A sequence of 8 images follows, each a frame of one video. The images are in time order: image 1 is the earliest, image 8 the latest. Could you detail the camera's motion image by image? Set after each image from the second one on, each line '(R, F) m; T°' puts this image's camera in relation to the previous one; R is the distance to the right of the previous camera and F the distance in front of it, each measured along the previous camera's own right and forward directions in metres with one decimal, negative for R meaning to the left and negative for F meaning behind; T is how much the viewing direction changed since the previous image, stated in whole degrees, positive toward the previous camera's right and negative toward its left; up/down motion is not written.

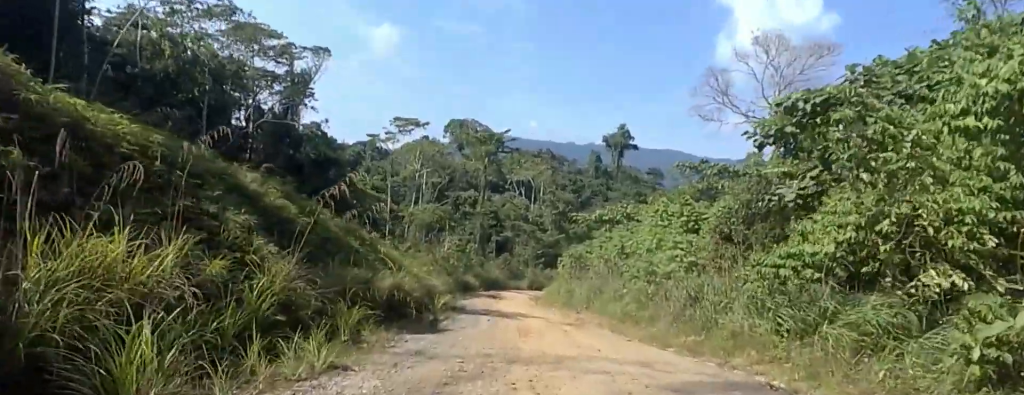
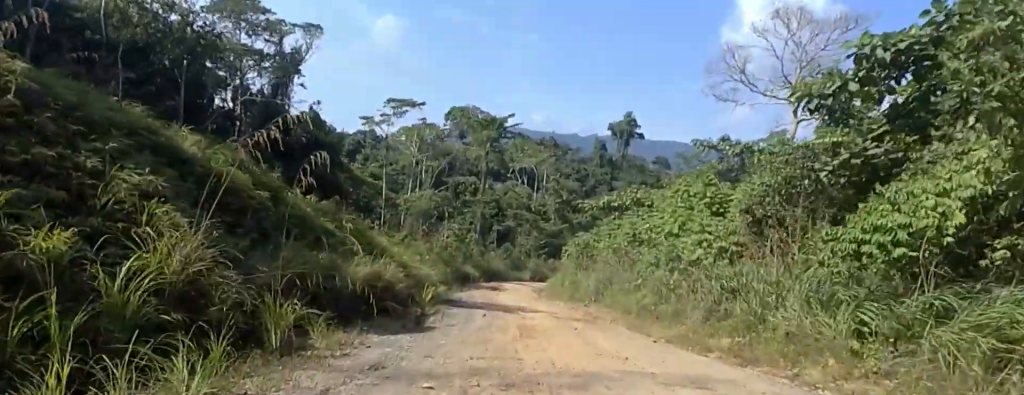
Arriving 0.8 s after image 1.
(0.0, +3.6) m; 0°
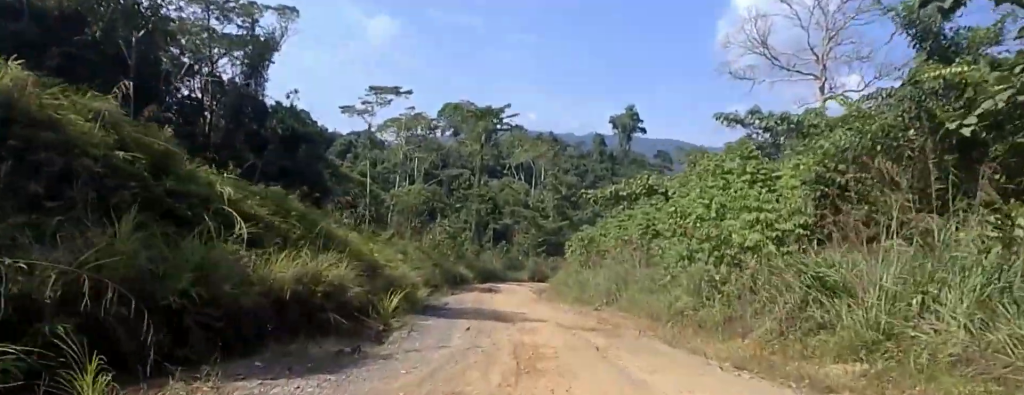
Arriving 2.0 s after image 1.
(0.0, +5.4) m; 0°
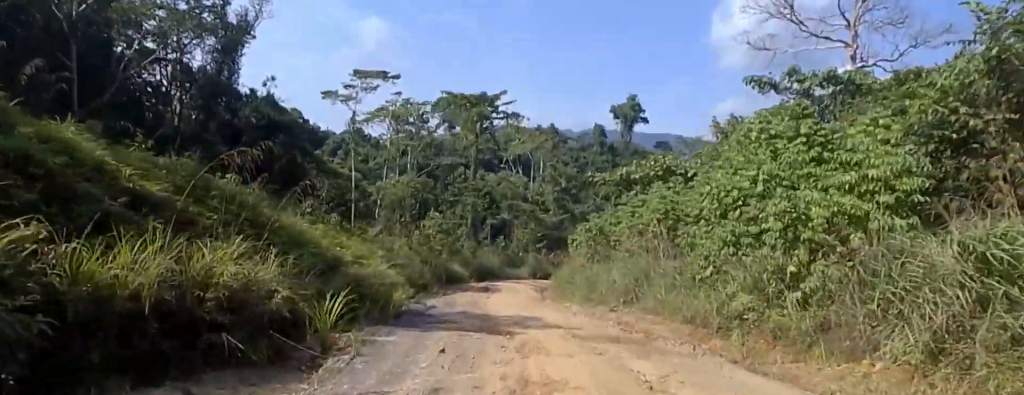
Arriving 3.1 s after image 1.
(0.0, +4.7) m; 0°
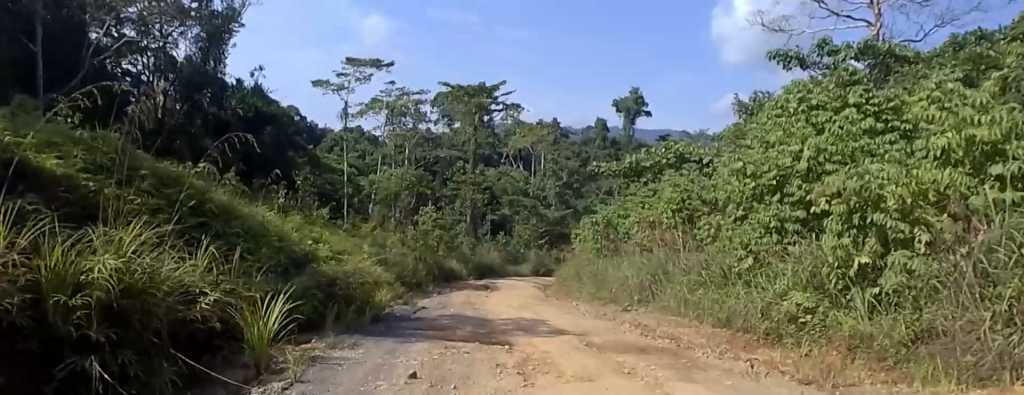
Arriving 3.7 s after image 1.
(0.0, +2.7) m; 0°
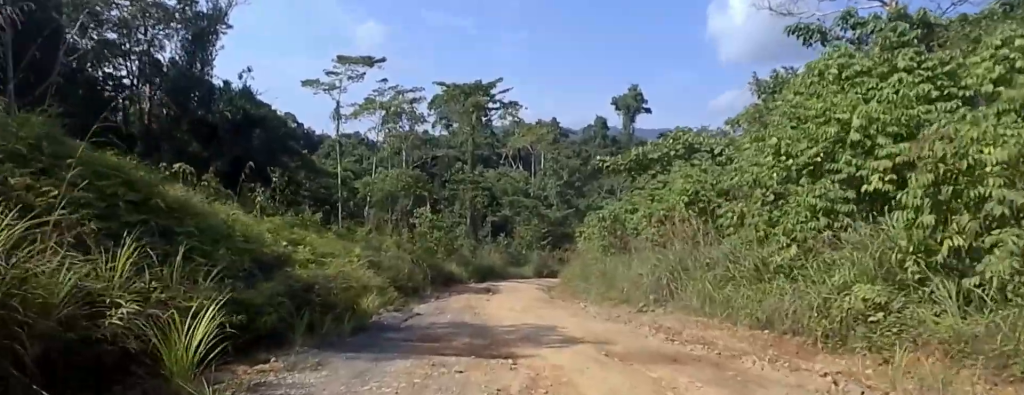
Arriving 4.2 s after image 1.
(0.0, +2.1) m; 0°
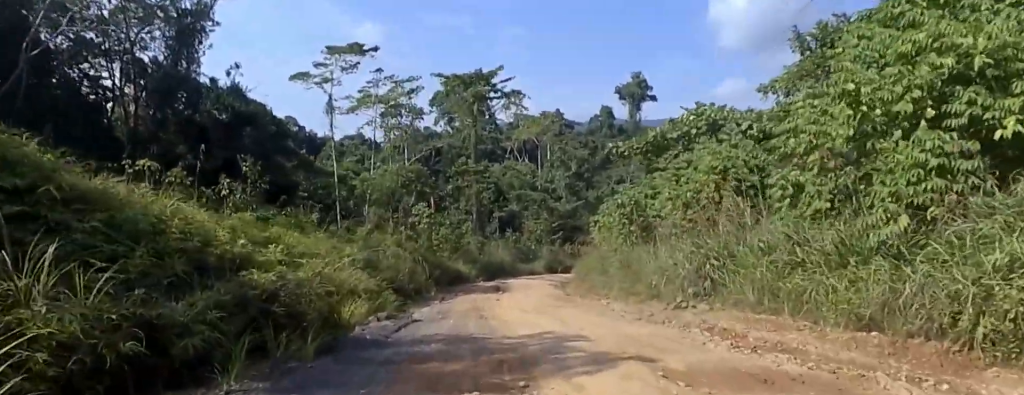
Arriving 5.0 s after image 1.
(0.0, +3.2) m; -2°
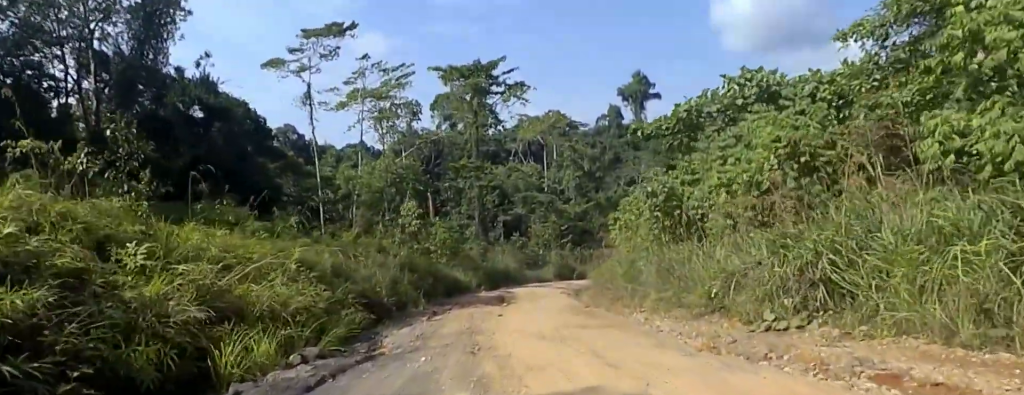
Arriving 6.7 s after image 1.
(-0.3, +6.8) m; -4°
